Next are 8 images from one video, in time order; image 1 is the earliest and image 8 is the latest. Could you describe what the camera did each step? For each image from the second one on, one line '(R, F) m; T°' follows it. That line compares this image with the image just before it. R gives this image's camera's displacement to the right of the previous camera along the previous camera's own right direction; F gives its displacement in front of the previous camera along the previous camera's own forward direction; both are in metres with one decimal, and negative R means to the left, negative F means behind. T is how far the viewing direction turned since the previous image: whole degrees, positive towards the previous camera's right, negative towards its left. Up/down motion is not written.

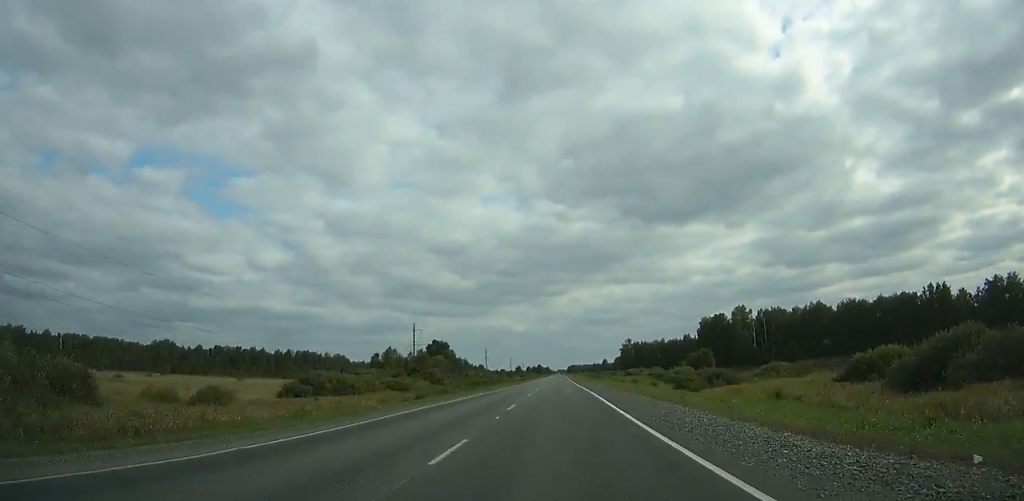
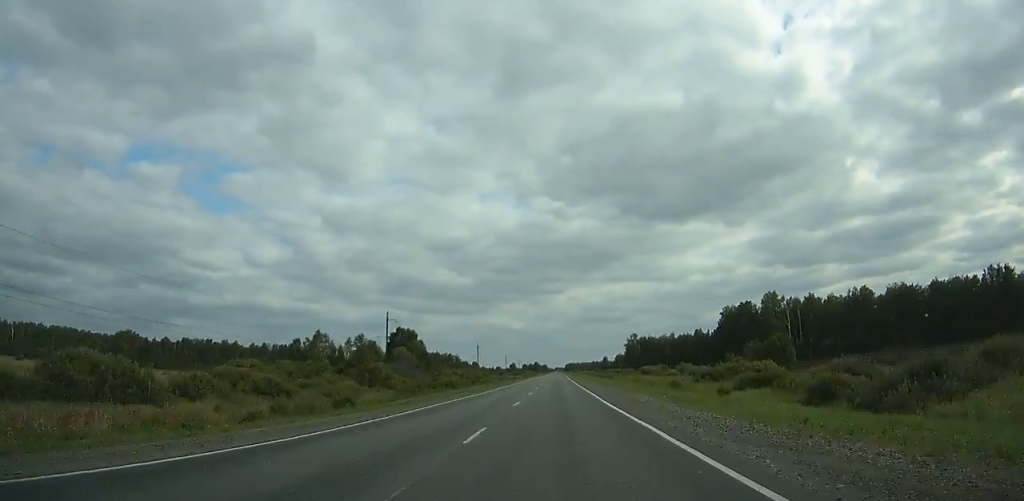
(-0.1, +33.4) m; 0°
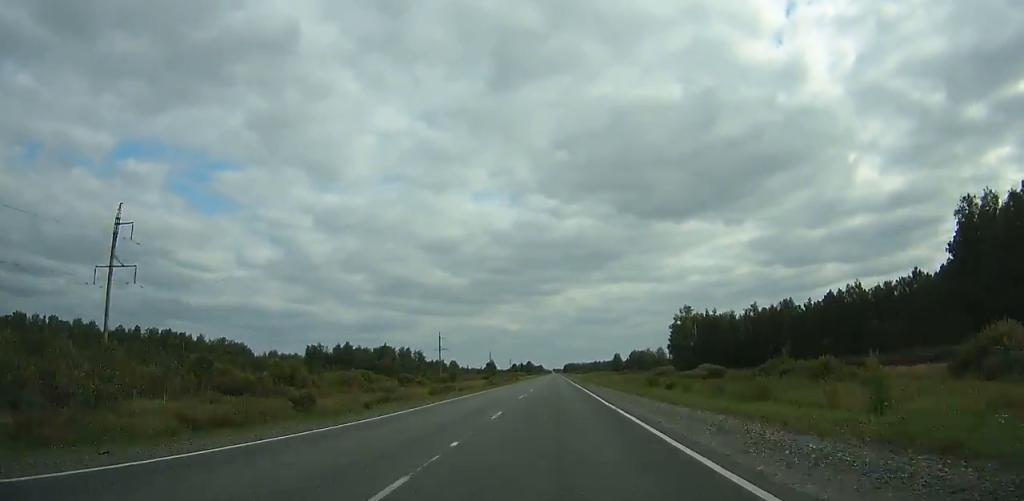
(+0.1, +125.6) m; 0°
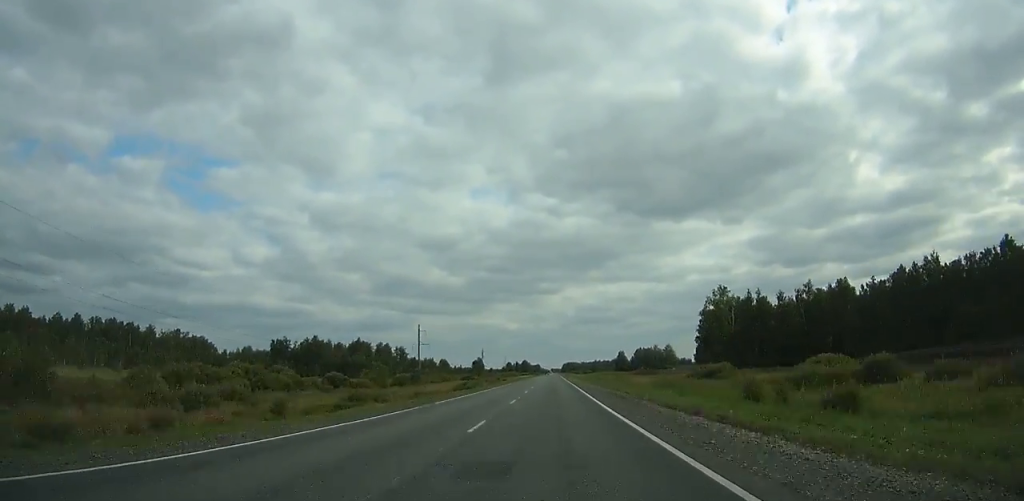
(0.0, +39.2) m; 0°
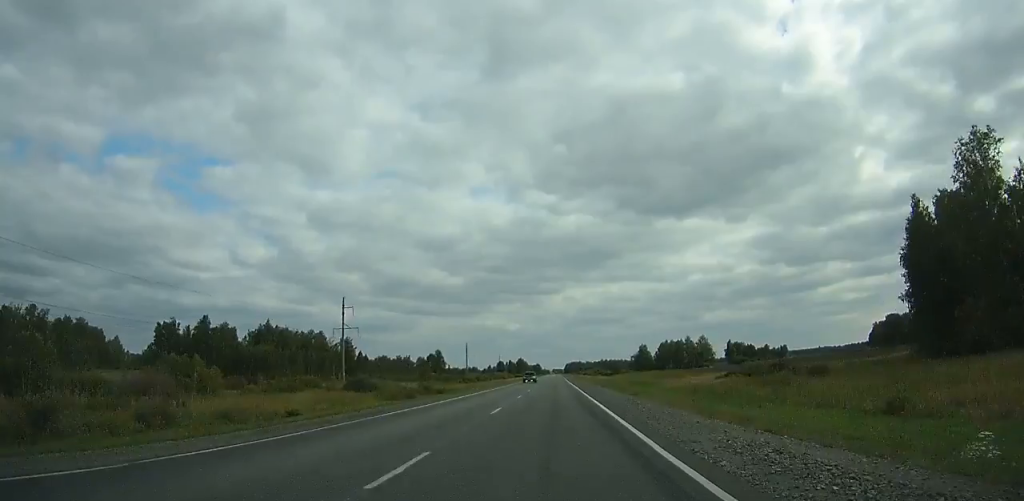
(+0.1, +90.0) m; 0°
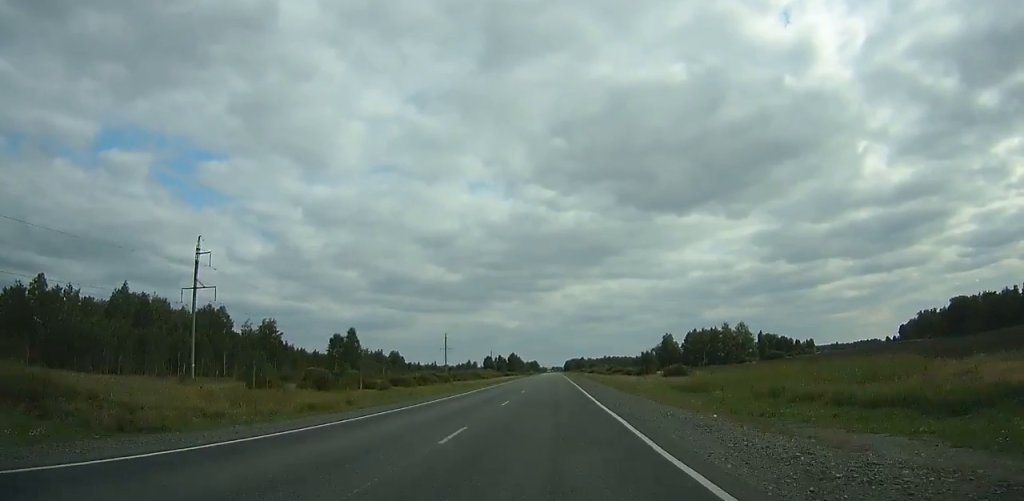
(+0.1, +67.6) m; 0°
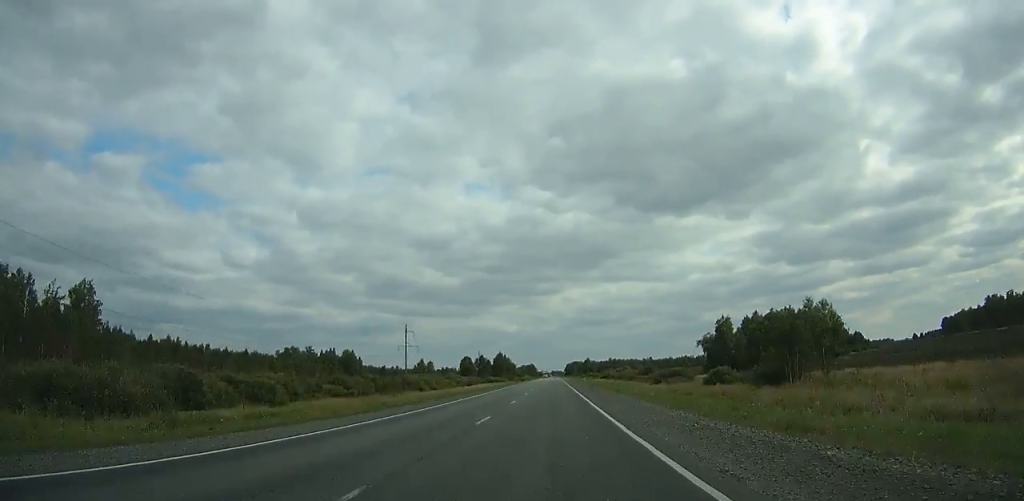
(+0.1, +78.6) m; 0°
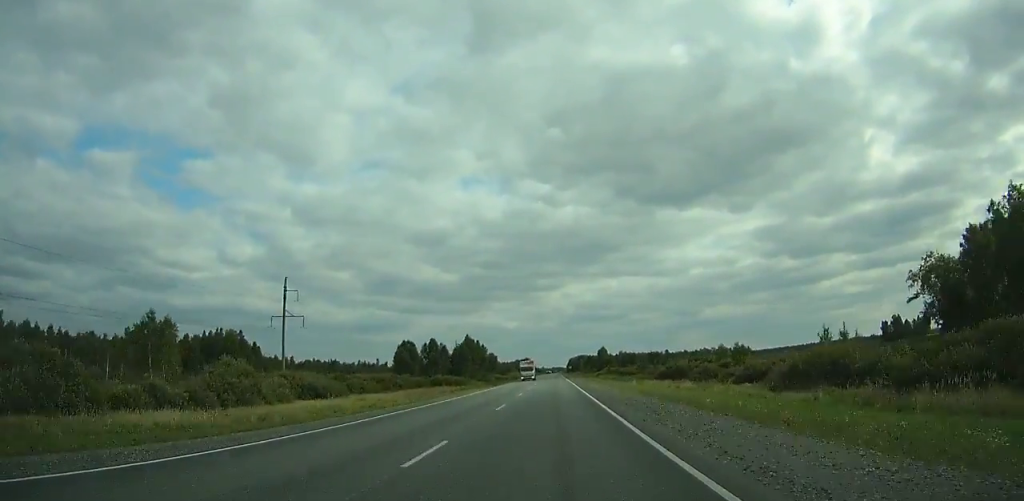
(0.0, +103.6) m; 0°
